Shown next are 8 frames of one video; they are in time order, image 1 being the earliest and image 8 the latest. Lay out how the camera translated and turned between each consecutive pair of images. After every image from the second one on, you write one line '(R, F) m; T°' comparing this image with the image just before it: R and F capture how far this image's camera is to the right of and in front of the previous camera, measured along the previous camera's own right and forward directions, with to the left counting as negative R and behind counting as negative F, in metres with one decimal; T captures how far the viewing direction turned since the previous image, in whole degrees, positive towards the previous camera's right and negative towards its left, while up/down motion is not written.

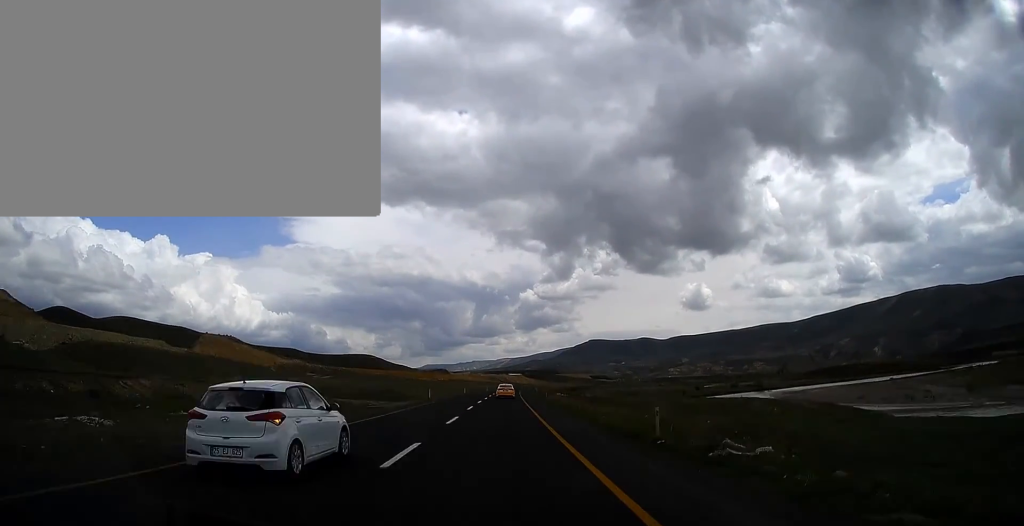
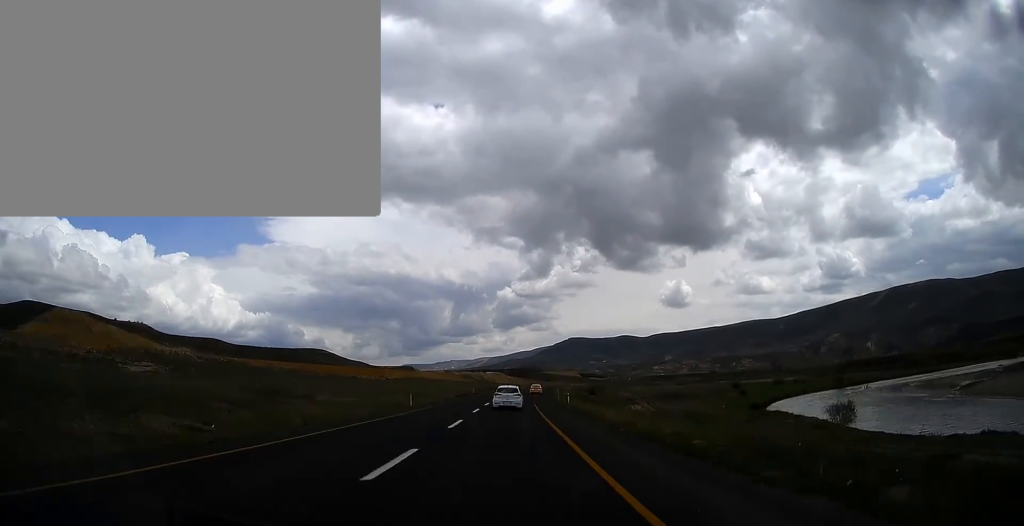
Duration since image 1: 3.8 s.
(0.0, +110.3) m; +3°
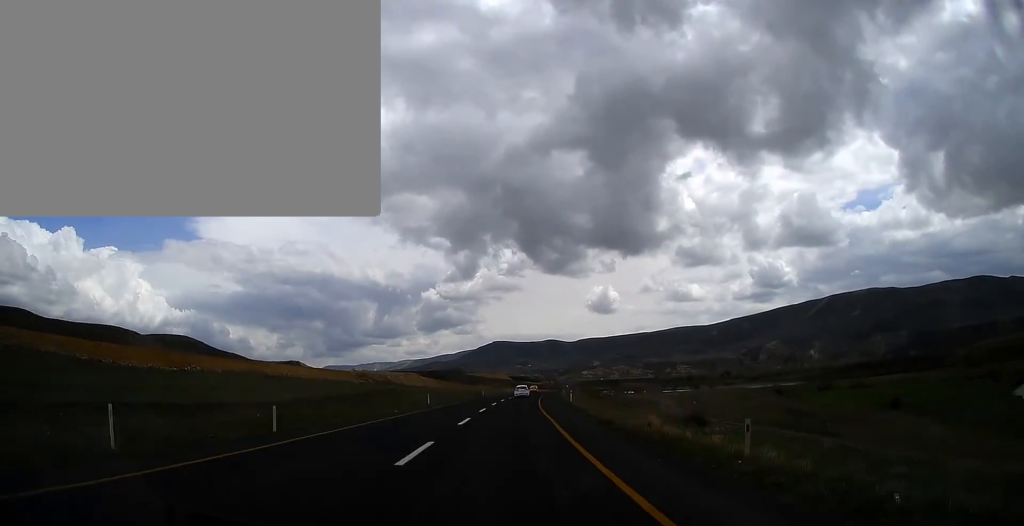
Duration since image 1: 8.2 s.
(+7.5, +129.0) m; +5°
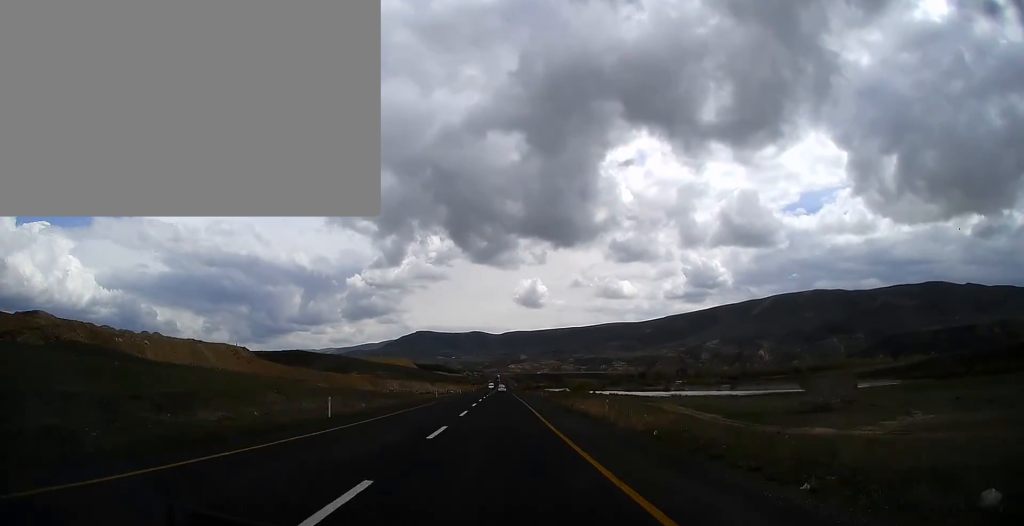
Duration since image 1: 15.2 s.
(+12.2, +207.1) m; +4°
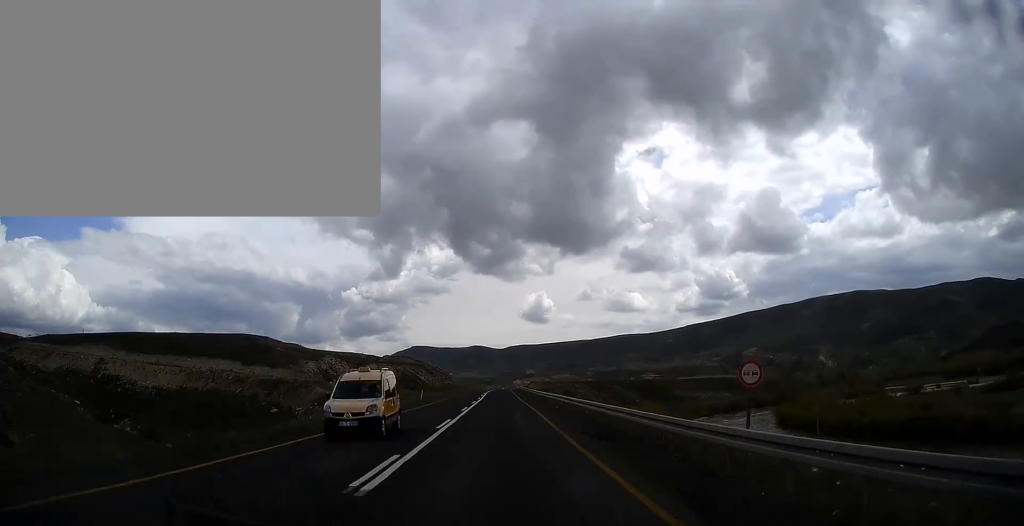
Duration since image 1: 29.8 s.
(-0.4, +431.9) m; 0°
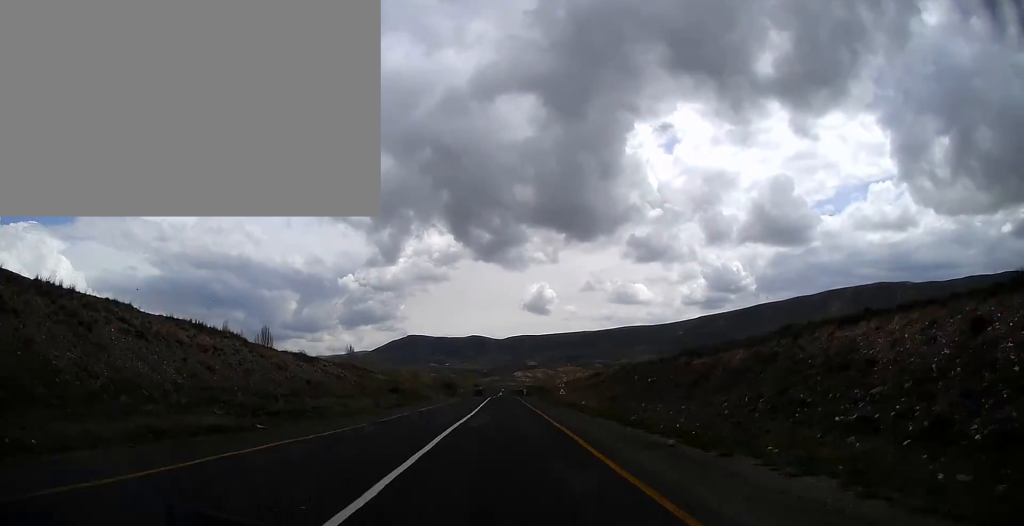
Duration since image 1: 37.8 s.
(-0.7, +235.9) m; 0°
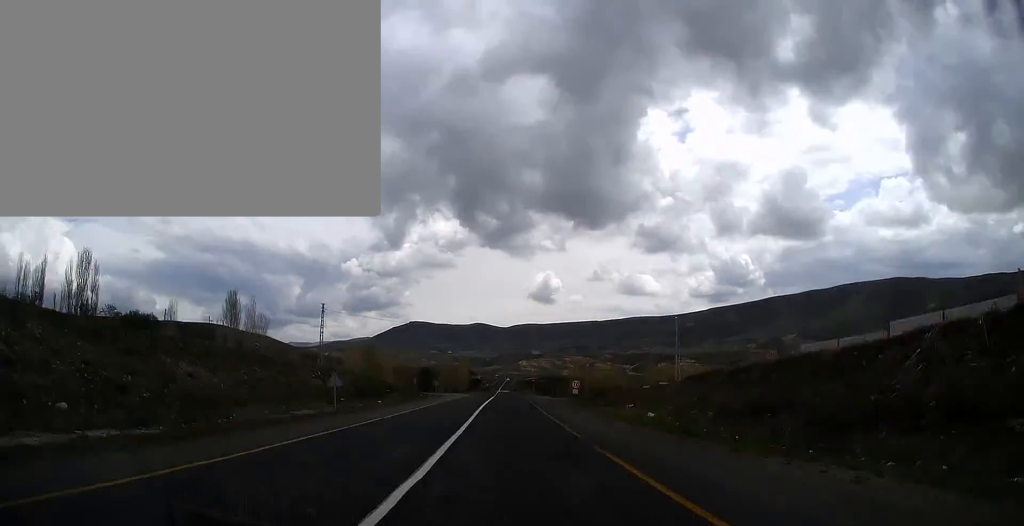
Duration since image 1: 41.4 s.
(-0.1, +107.1) m; 0°
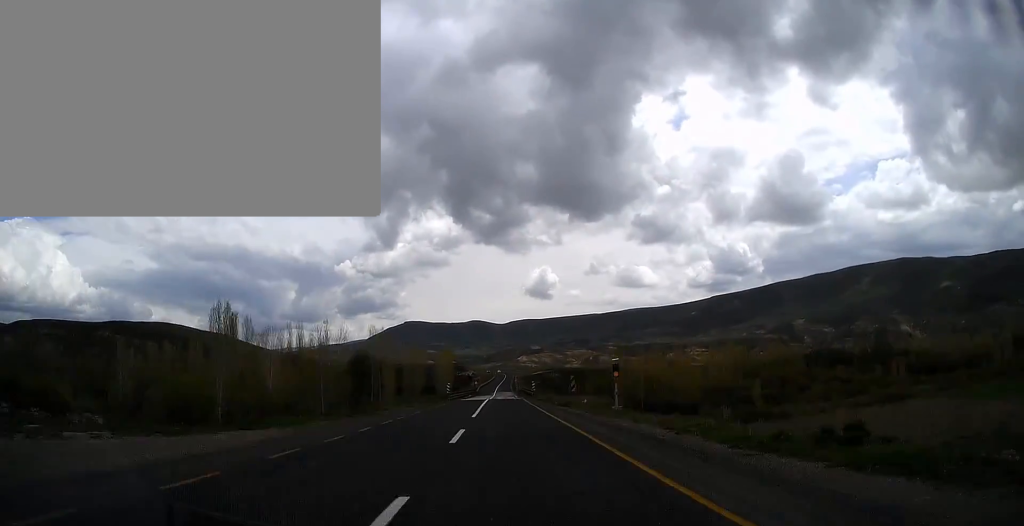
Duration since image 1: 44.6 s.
(-0.3, +95.5) m; 0°
